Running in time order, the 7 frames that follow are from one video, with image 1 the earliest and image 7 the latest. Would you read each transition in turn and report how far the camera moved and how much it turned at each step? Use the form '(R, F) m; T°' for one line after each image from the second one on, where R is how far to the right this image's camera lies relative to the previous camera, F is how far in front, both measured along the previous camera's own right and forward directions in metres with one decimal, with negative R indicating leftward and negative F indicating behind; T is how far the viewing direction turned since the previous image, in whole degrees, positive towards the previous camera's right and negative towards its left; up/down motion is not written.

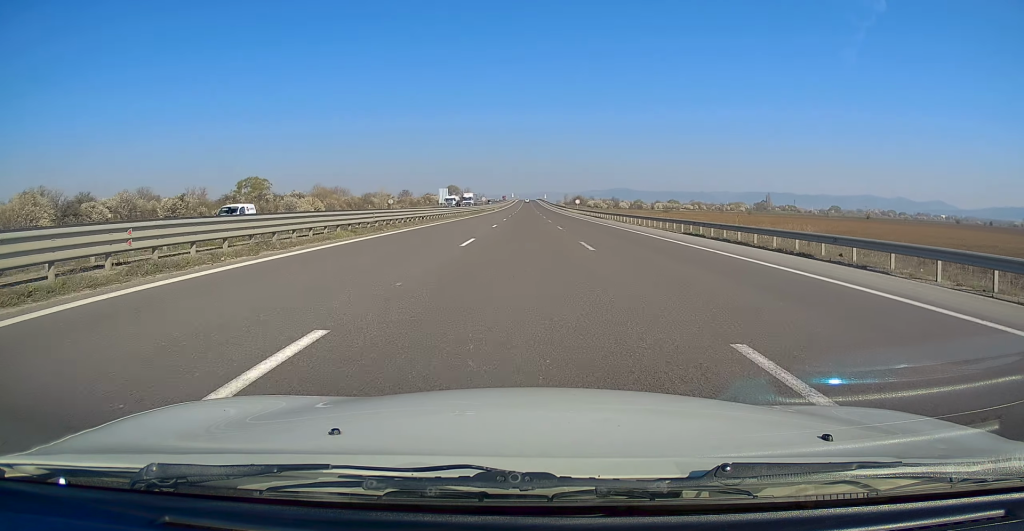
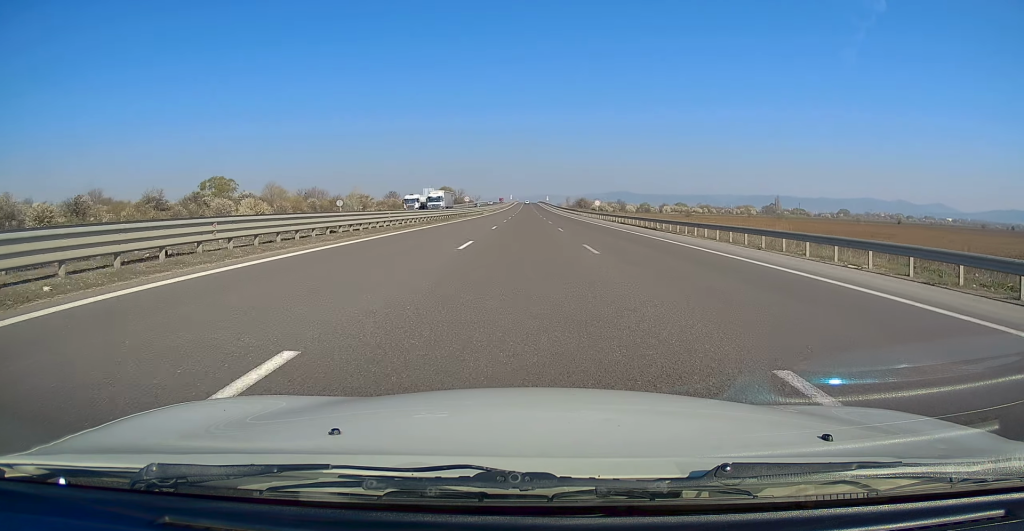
(+0.1, +32.8) m; 0°
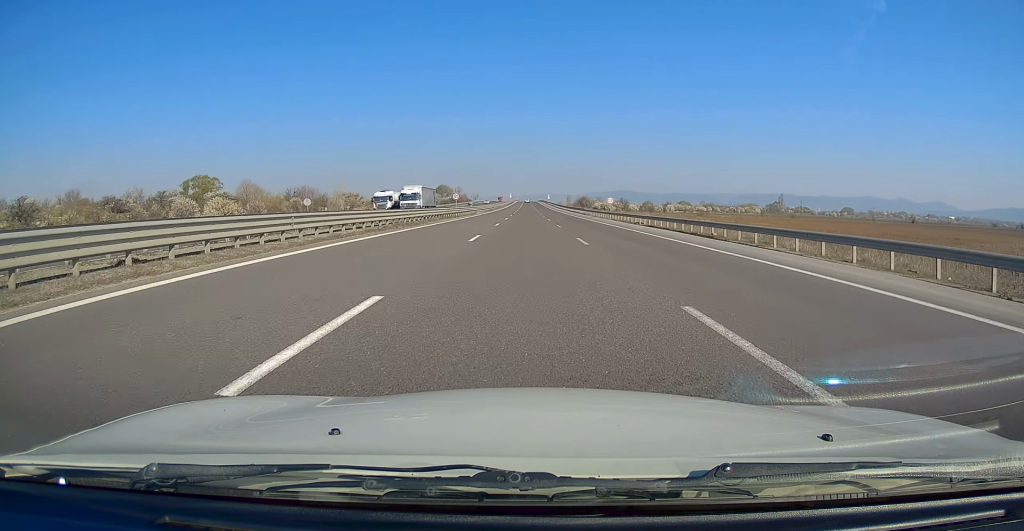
(0.0, +13.1) m; 0°
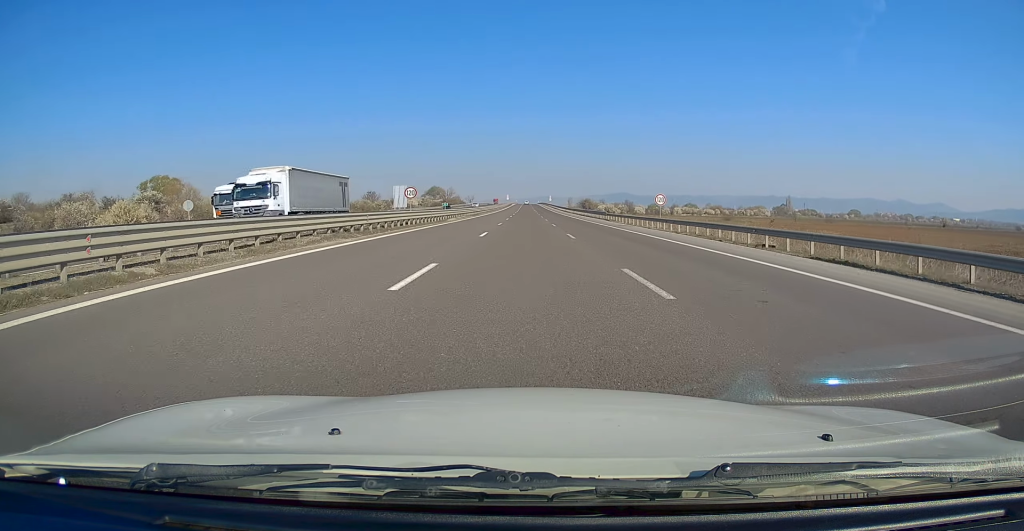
(-0.1, +27.3) m; 0°
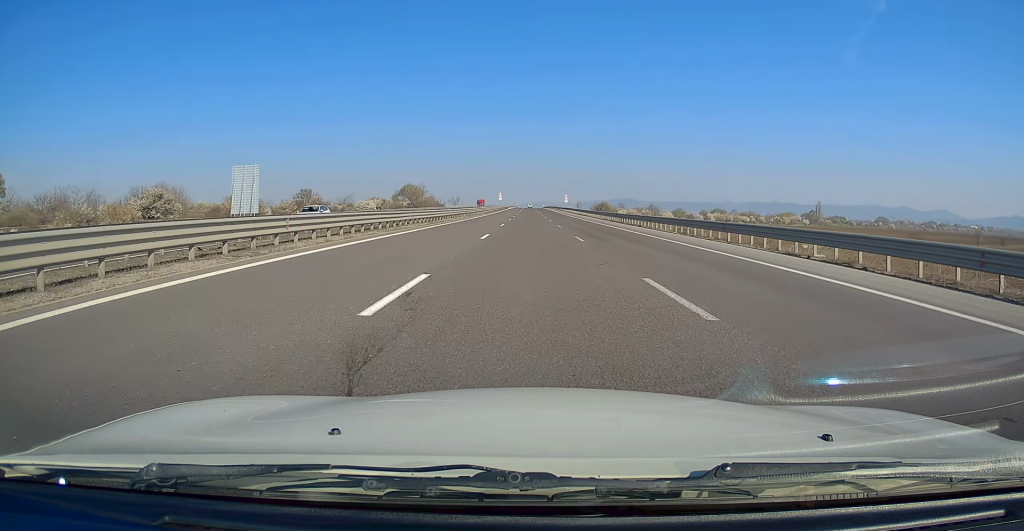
(+0.1, +81.8) m; 0°
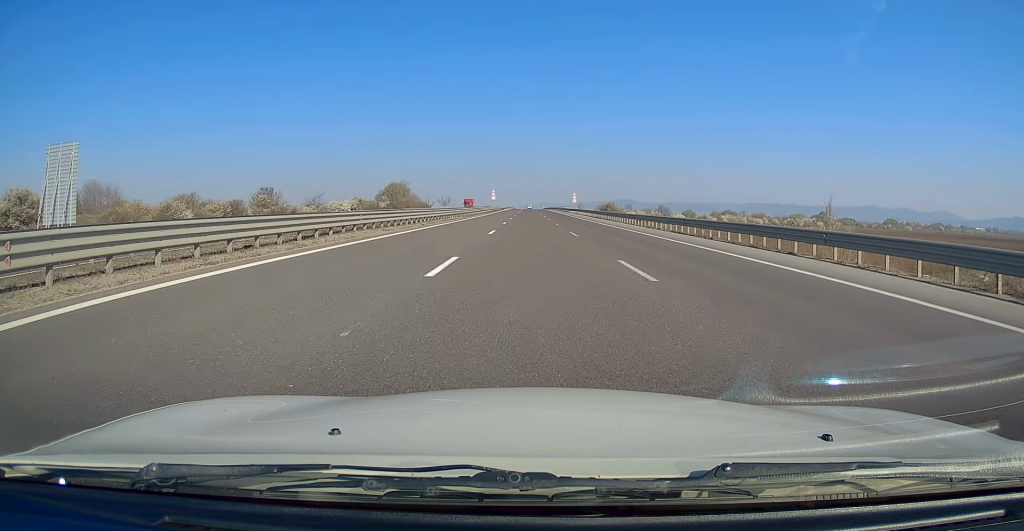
(-0.1, +28.4) m; 0°
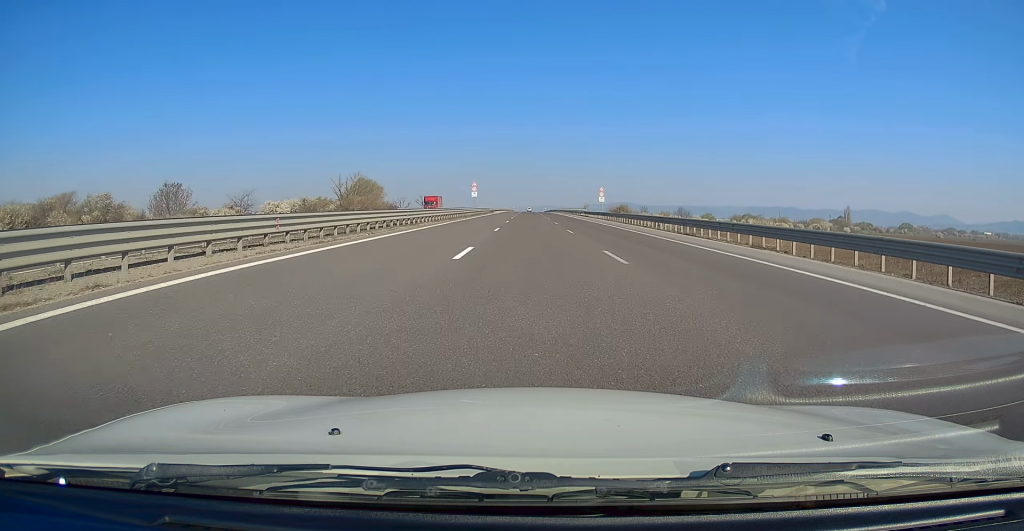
(+0.1, +44.7) m; 0°
